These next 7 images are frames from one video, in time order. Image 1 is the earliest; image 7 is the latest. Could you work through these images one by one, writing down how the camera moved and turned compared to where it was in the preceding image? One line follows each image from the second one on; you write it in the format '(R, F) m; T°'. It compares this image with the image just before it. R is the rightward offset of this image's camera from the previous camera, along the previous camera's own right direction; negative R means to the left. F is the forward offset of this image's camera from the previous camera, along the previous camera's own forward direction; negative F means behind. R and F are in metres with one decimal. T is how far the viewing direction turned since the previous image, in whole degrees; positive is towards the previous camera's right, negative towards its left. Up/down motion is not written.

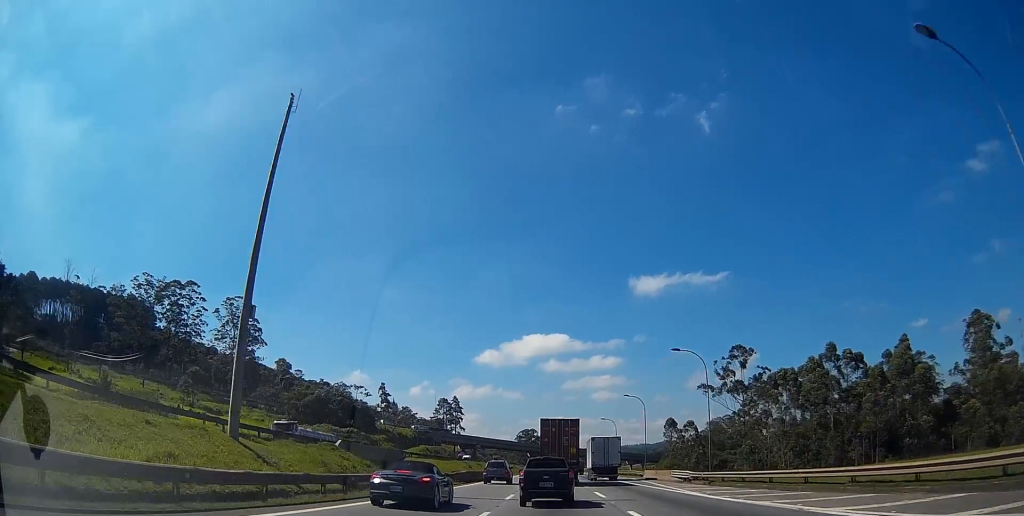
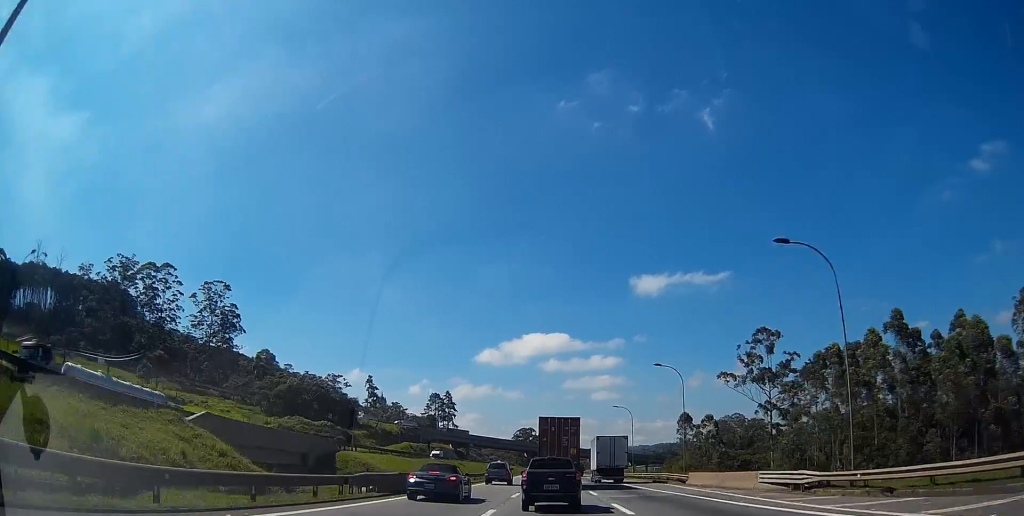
(-0.1, +20.3) m; 0°
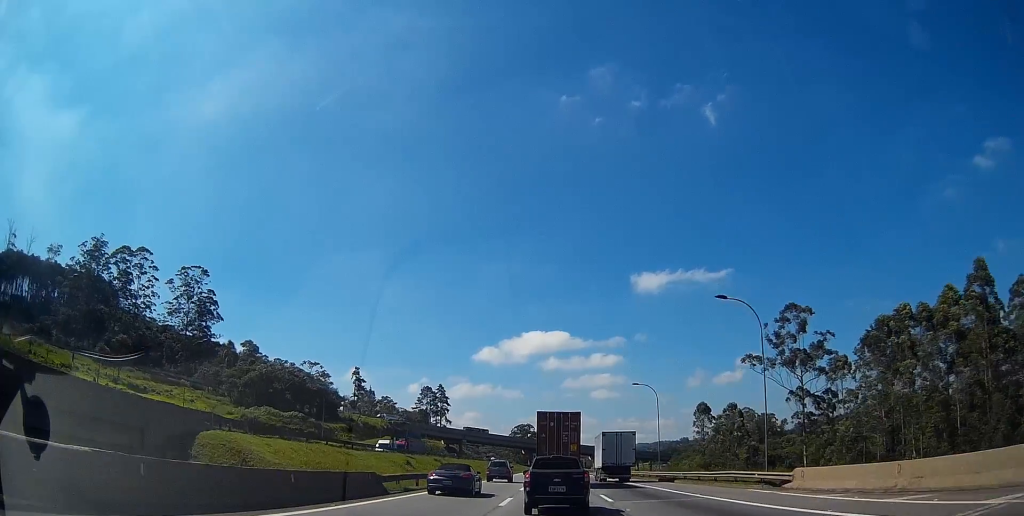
(-0.1, +18.3) m; 0°
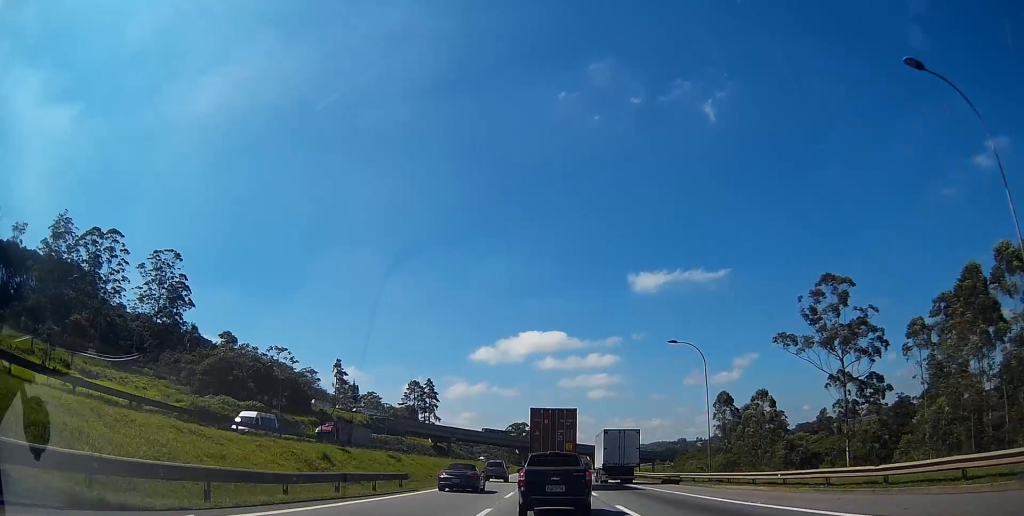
(+0.2, +18.8) m; +1°
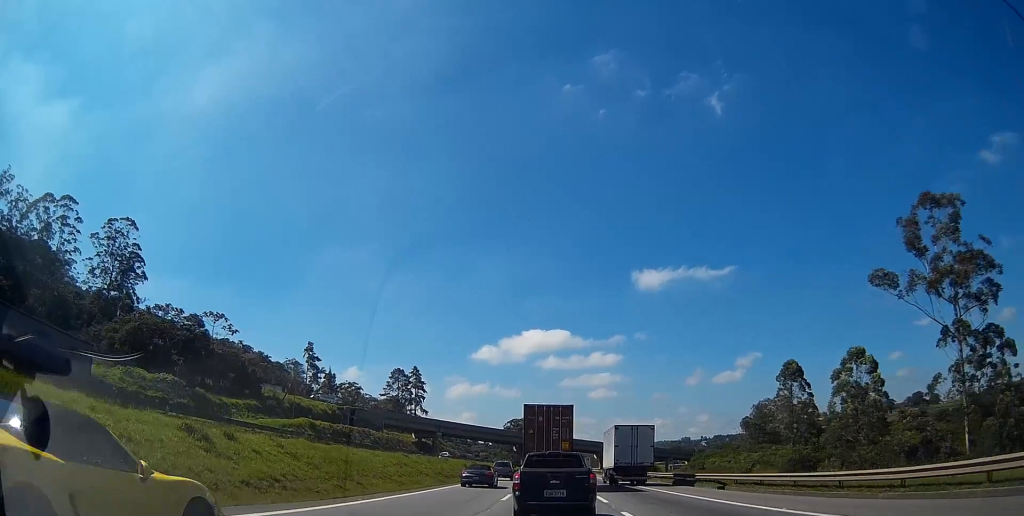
(+0.1, +30.8) m; 0°
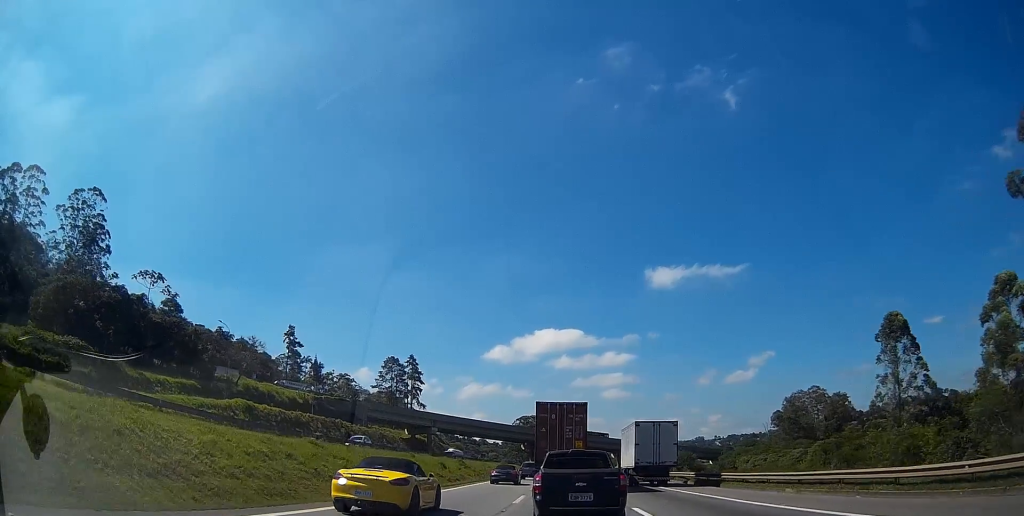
(0.0, +24.2) m; 0°
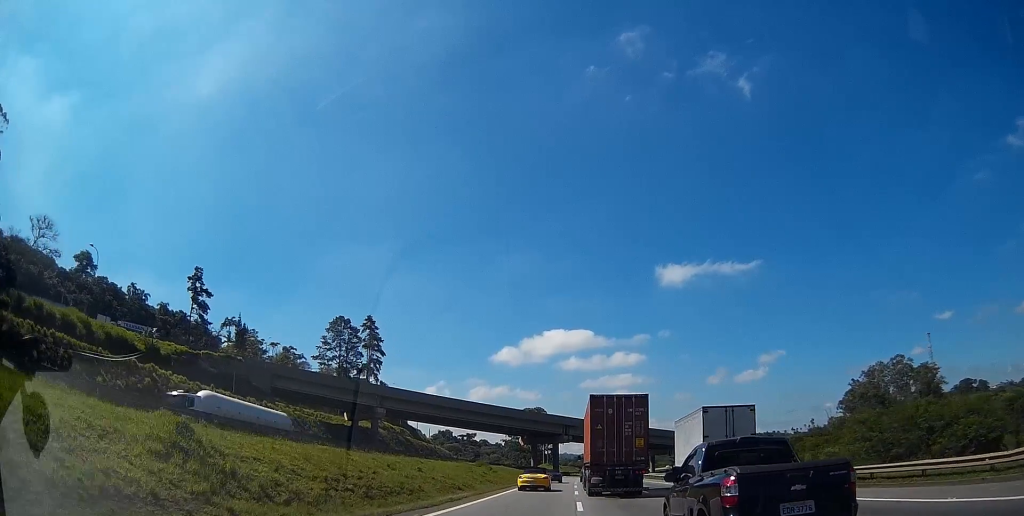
(-1.0, +62.4) m; -2°
